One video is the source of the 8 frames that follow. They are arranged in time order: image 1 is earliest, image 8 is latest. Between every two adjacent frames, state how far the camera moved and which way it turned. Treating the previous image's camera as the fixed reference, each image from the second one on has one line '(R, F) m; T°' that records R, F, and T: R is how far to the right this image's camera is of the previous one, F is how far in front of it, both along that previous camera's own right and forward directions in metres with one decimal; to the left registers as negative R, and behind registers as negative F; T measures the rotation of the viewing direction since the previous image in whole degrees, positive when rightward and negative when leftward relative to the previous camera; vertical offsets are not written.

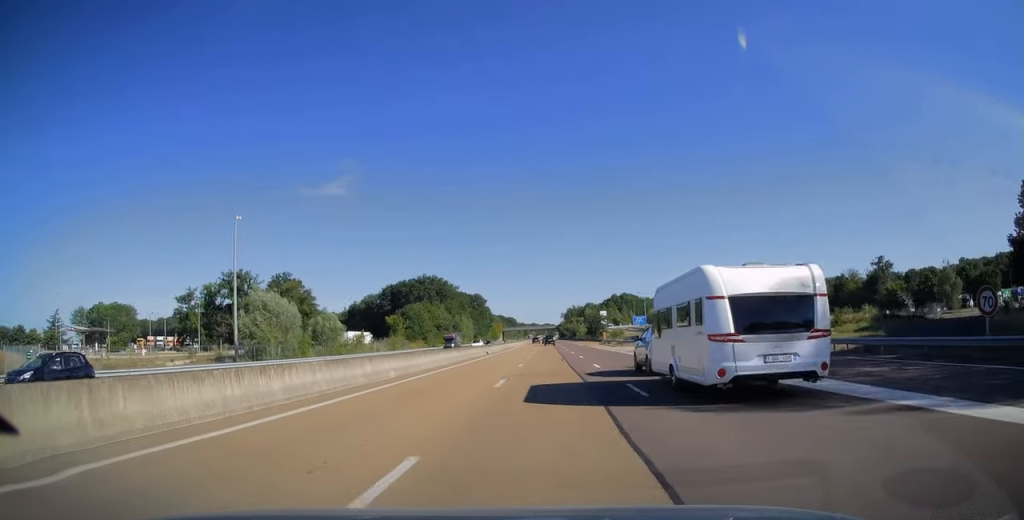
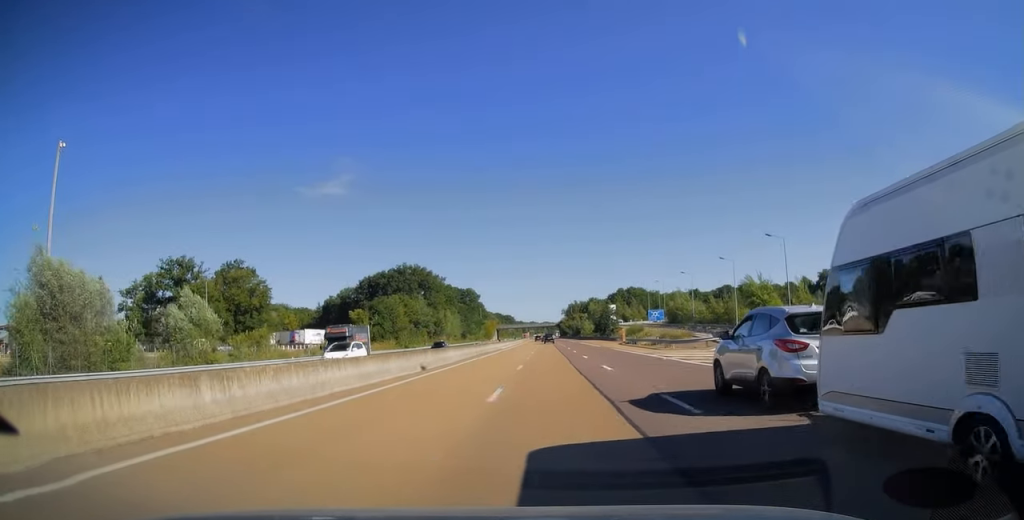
(0.0, +29.5) m; 0°
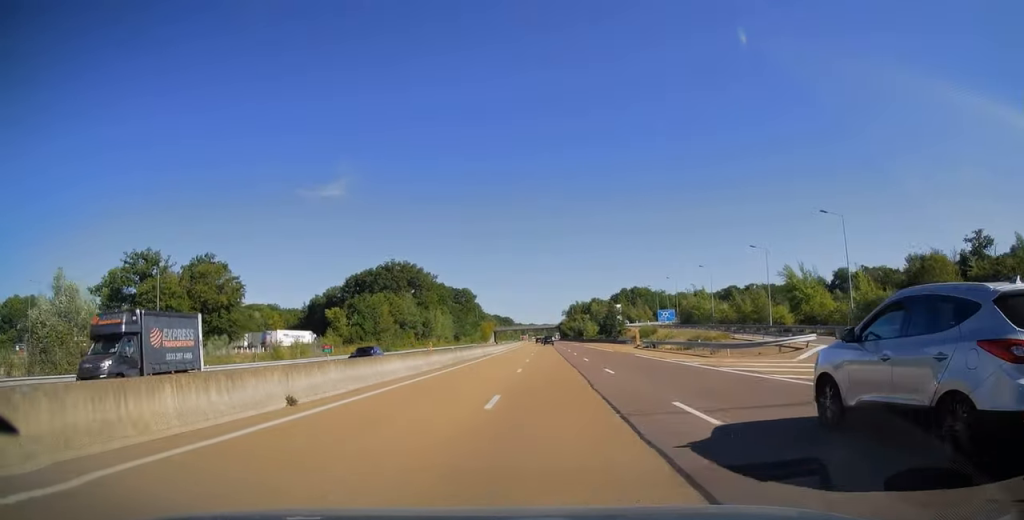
(0.0, +14.2) m; 0°
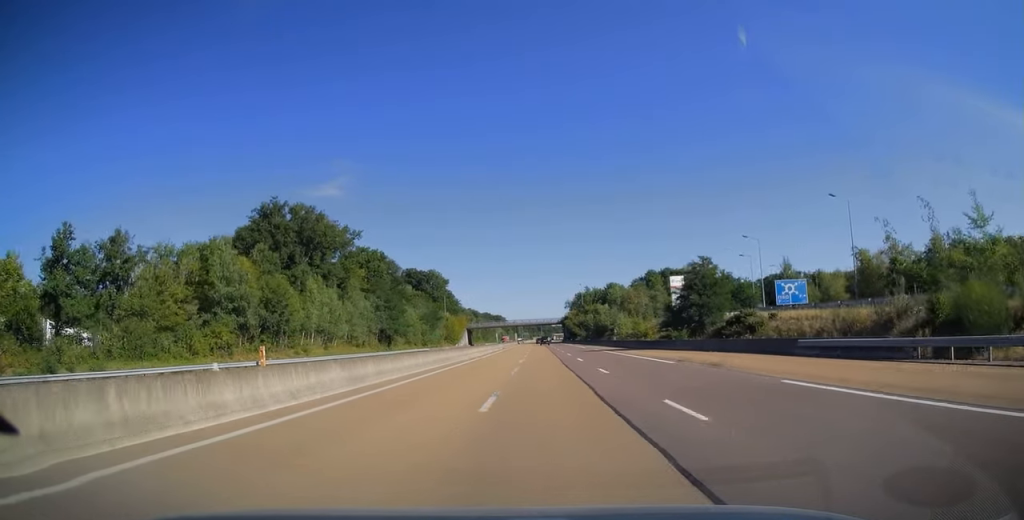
(+0.1, +77.9) m; 0°
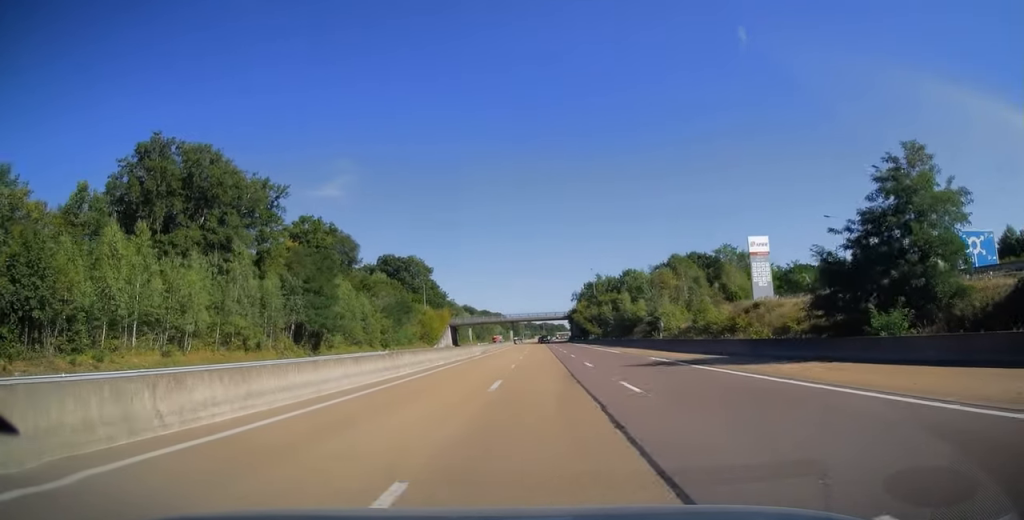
(0.0, +34.1) m; 0°
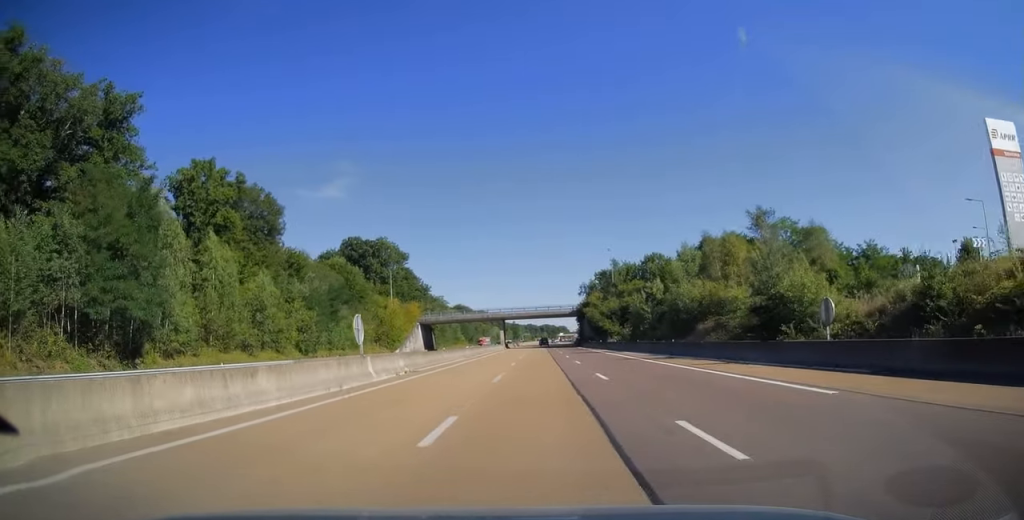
(+0.1, +33.7) m; 0°
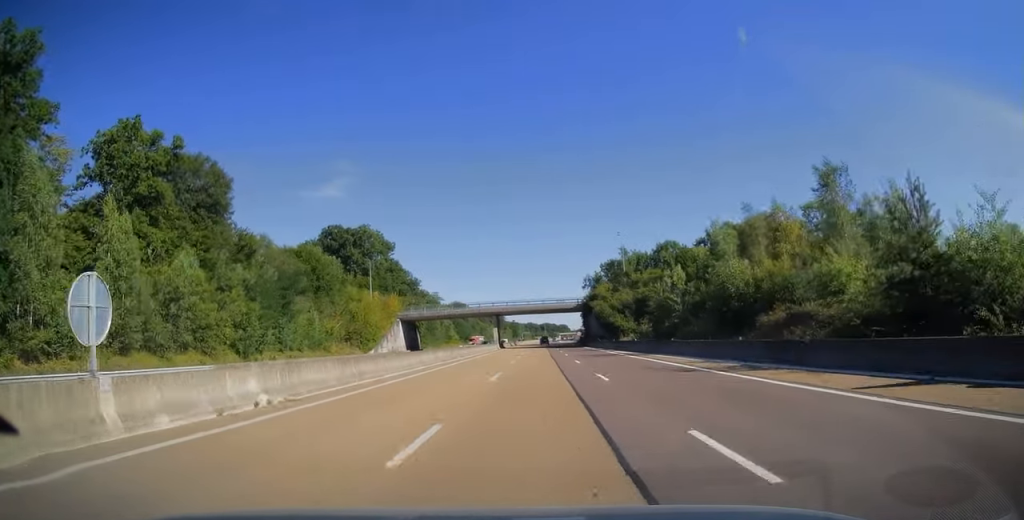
(0.0, +14.1) m; 0°
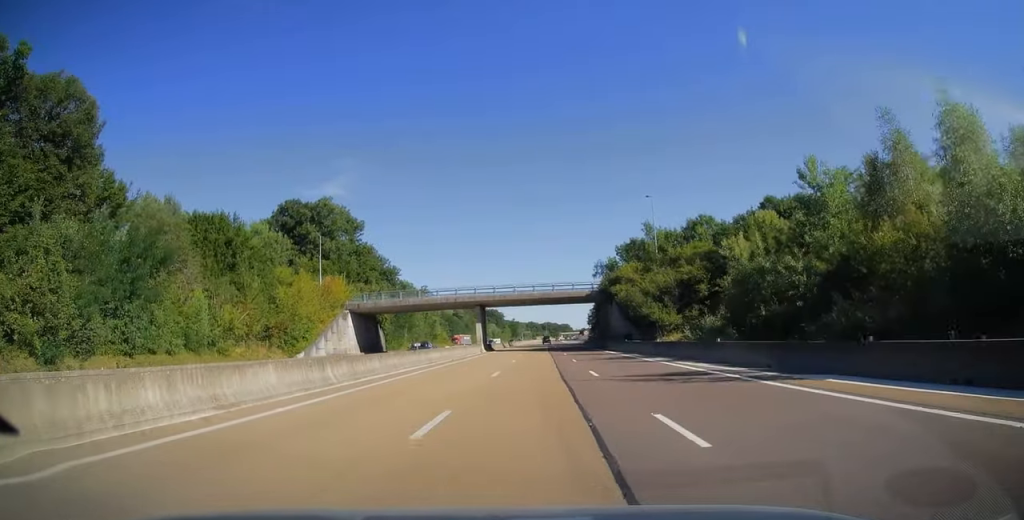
(0.0, +24.2) m; 0°
